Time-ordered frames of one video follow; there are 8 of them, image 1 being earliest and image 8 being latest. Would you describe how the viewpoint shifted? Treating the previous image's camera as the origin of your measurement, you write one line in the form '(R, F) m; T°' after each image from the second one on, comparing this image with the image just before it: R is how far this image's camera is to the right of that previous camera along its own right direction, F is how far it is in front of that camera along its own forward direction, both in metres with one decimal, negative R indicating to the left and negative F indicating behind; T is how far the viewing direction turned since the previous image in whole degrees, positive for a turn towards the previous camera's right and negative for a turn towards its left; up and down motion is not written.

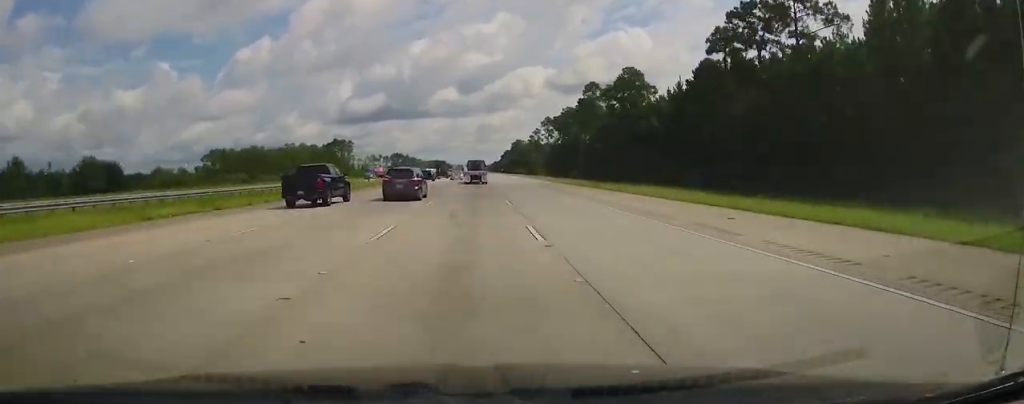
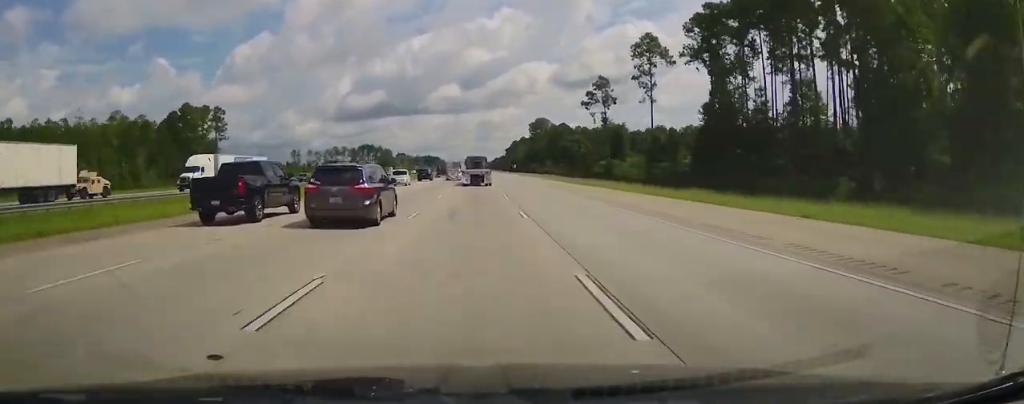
(-0.8, +156.9) m; 0°
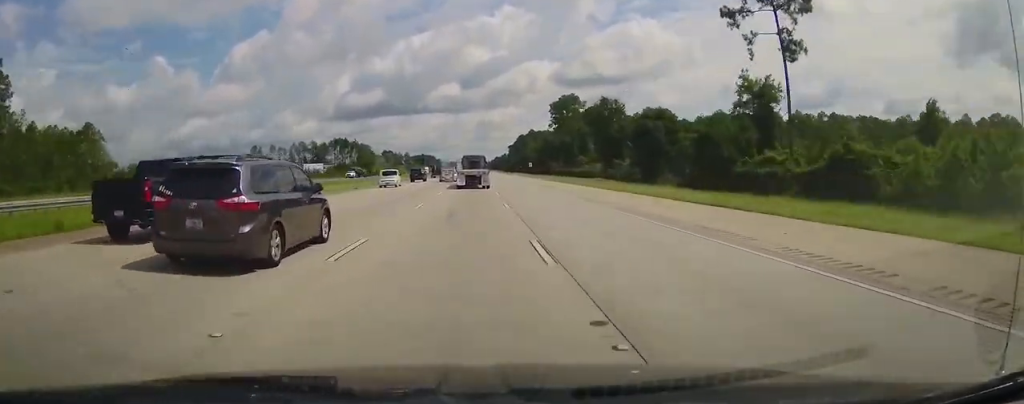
(0.0, +82.4) m; 0°
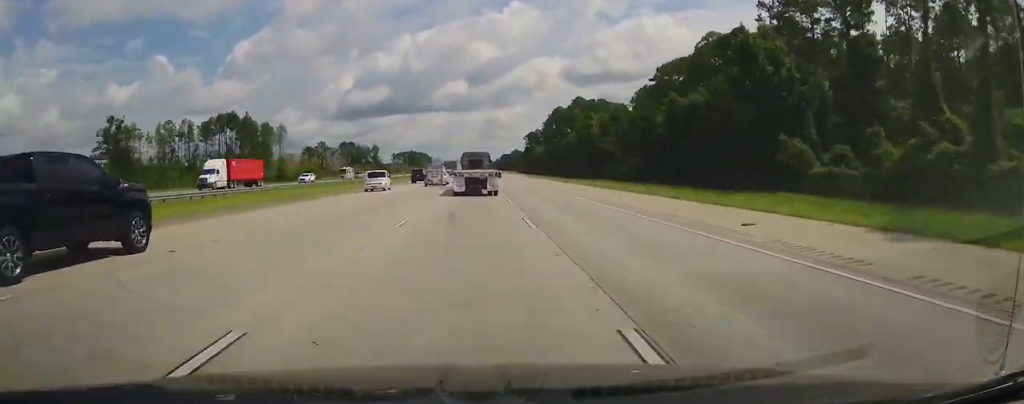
(+0.1, +168.3) m; 0°
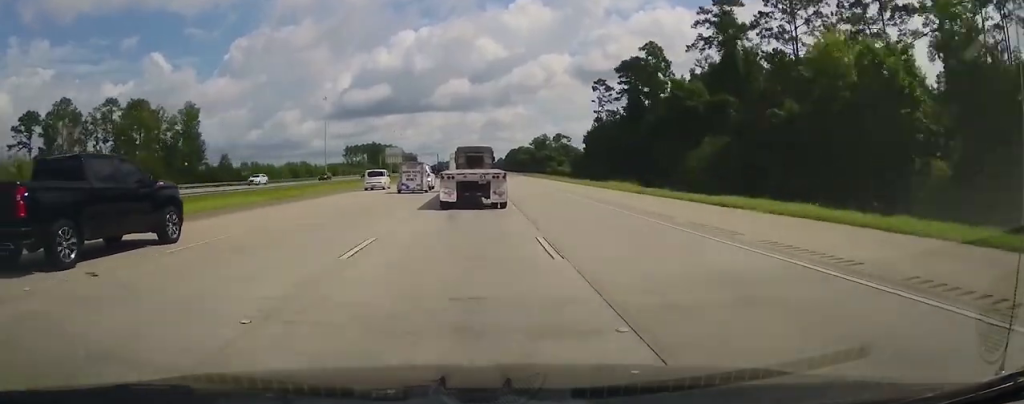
(+0.5, +226.2) m; +1°
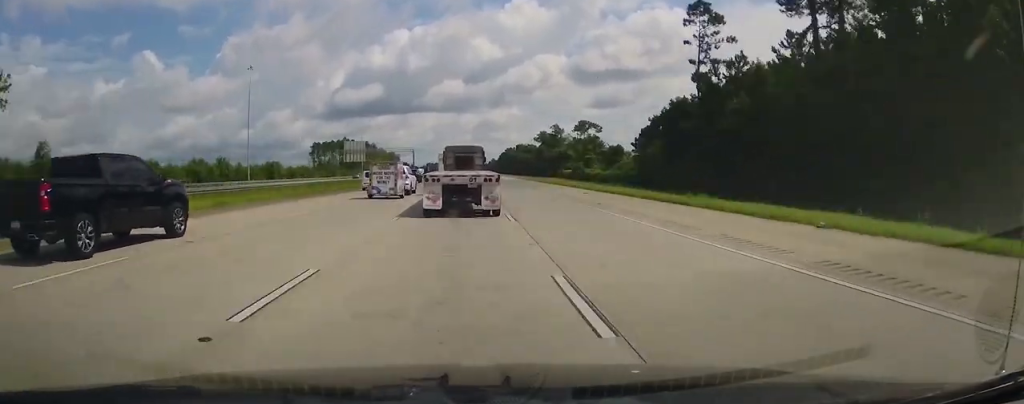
(+0.9, +69.0) m; 0°
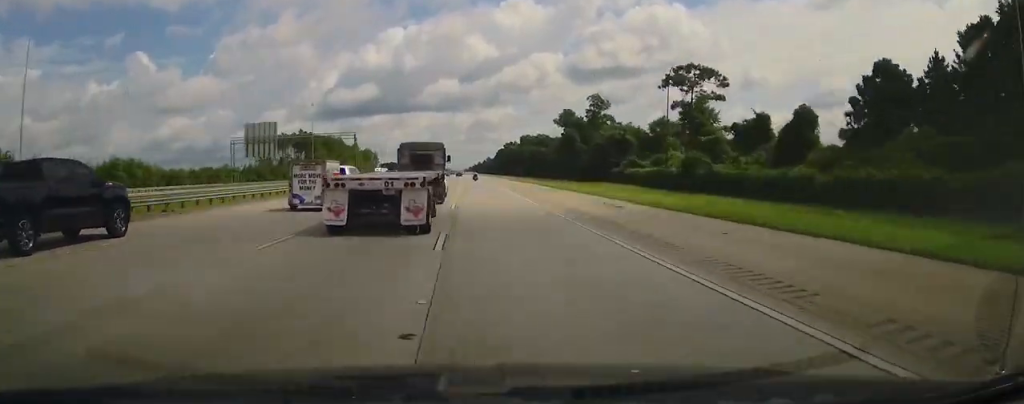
(+0.1, +84.2) m; 0°
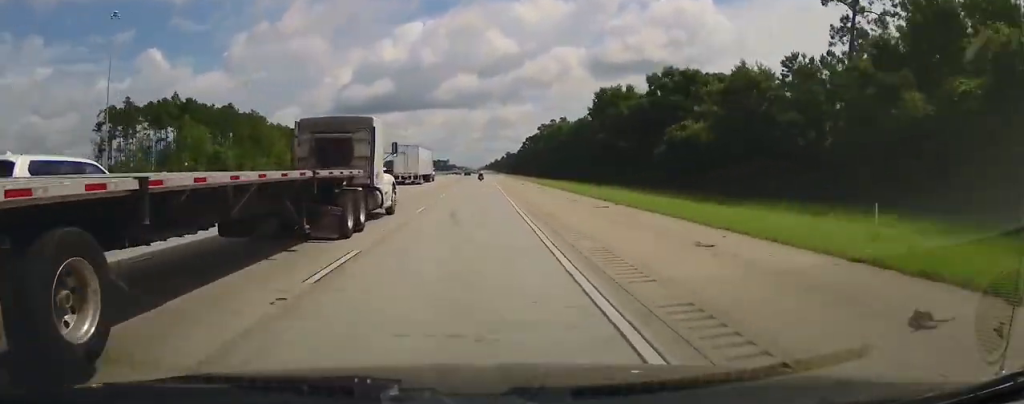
(-0.7, +141.7) m; -1°
